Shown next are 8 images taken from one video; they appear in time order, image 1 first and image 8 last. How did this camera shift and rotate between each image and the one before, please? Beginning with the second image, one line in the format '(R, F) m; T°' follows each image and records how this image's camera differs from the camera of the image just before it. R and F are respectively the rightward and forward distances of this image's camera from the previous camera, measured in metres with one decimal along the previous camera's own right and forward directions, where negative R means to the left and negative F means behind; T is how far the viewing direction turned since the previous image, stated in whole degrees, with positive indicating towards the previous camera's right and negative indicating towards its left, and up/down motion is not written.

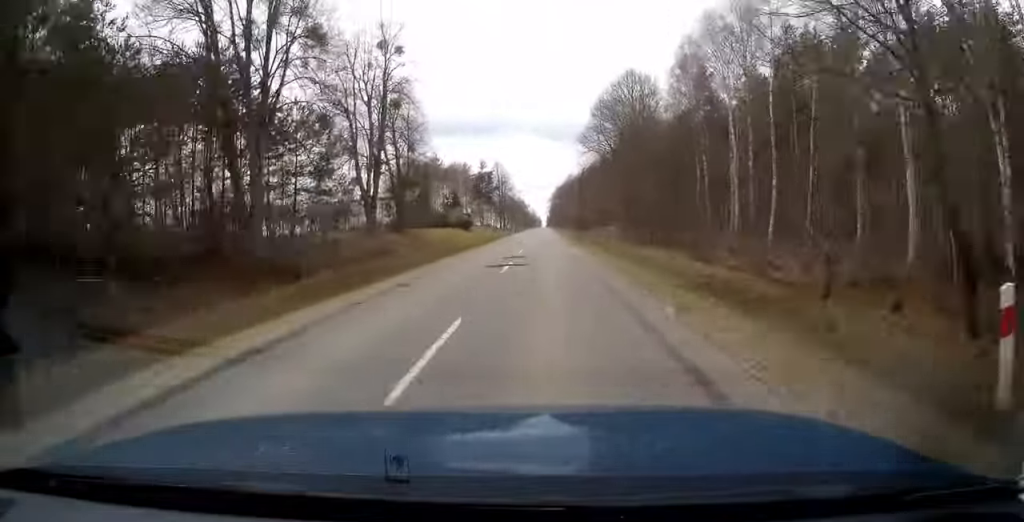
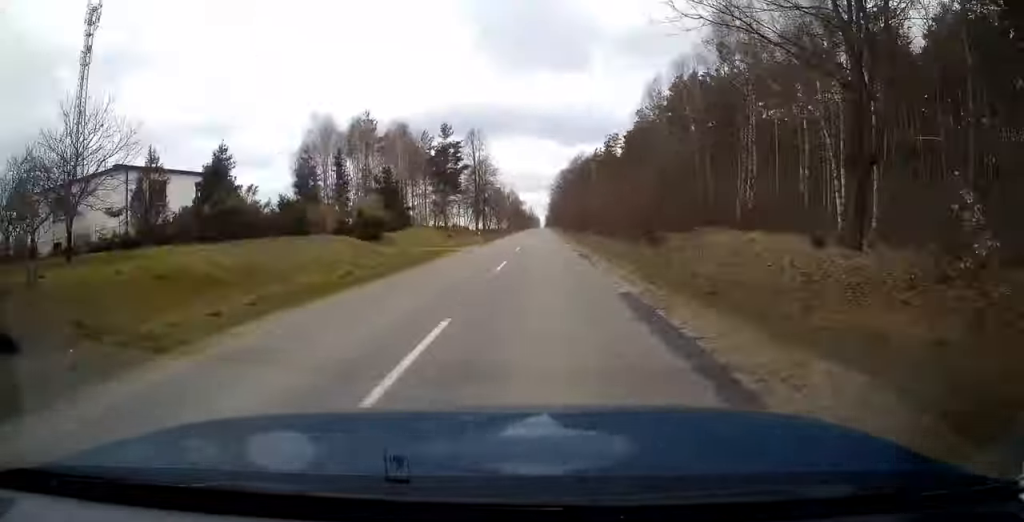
(0.0, +51.5) m; 0°
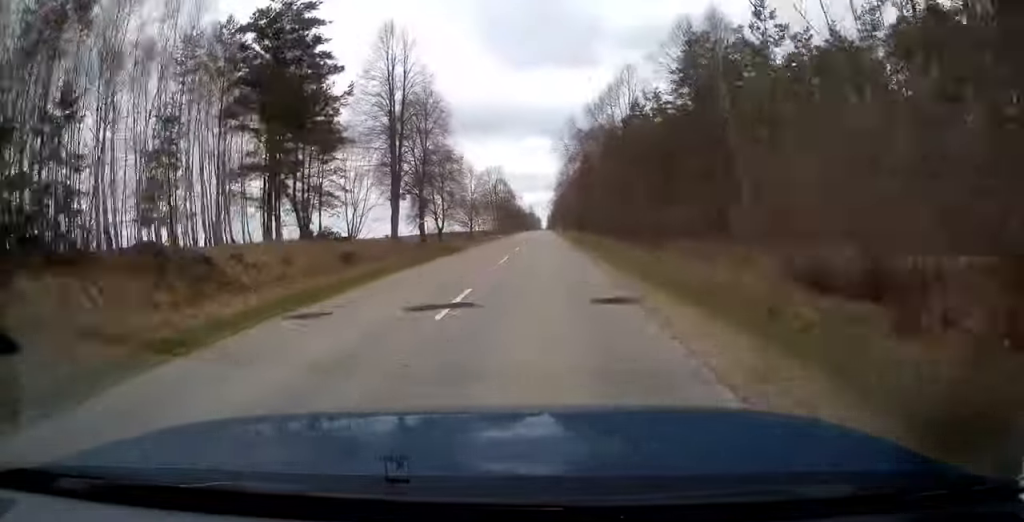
(+0.1, +59.9) m; 0°
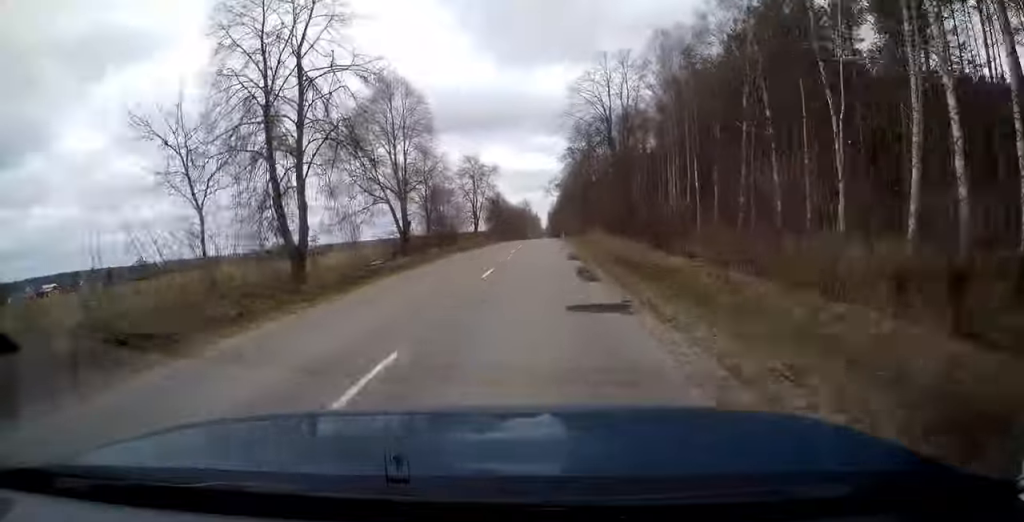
(+0.1, +109.3) m; 0°
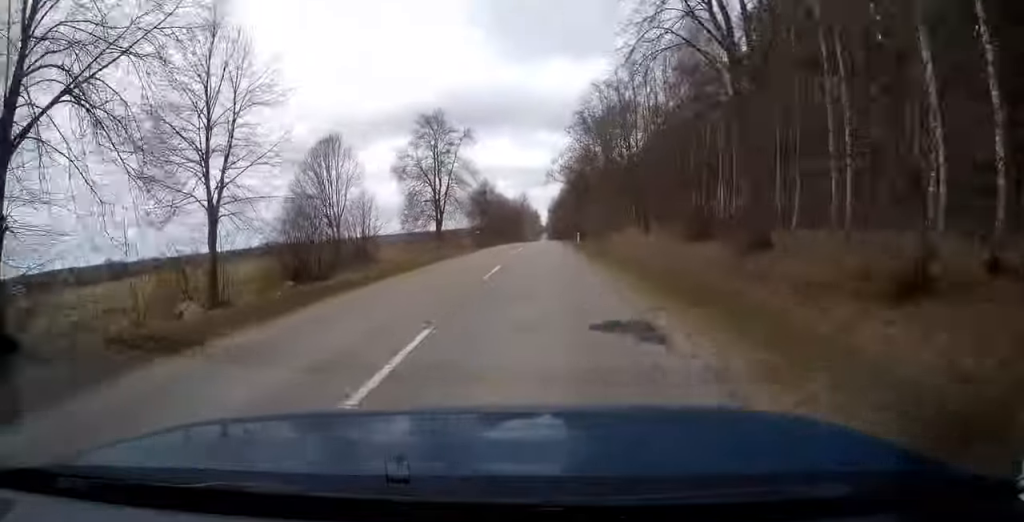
(0.0, +36.9) m; 0°
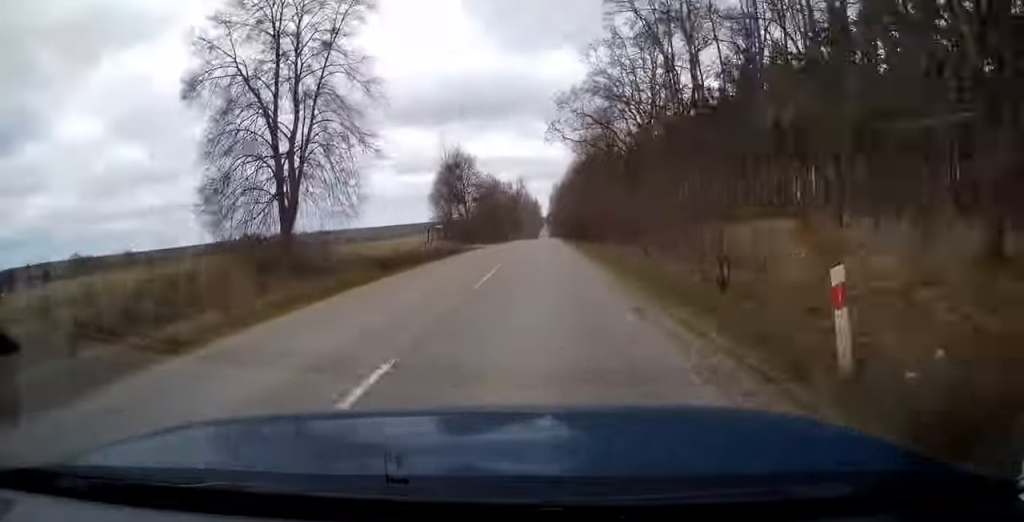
(-0.1, +40.2) m; 0°
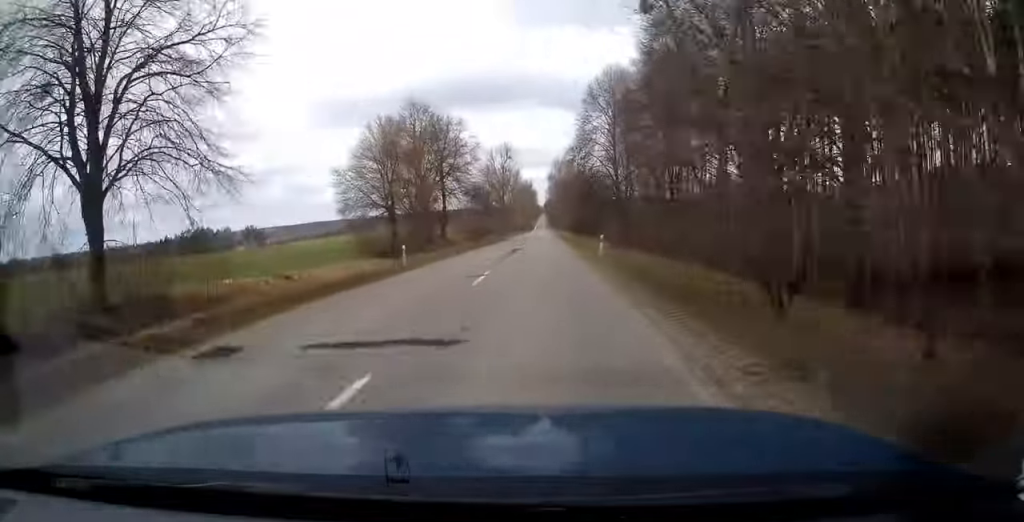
(+0.2, +78.2) m; 0°
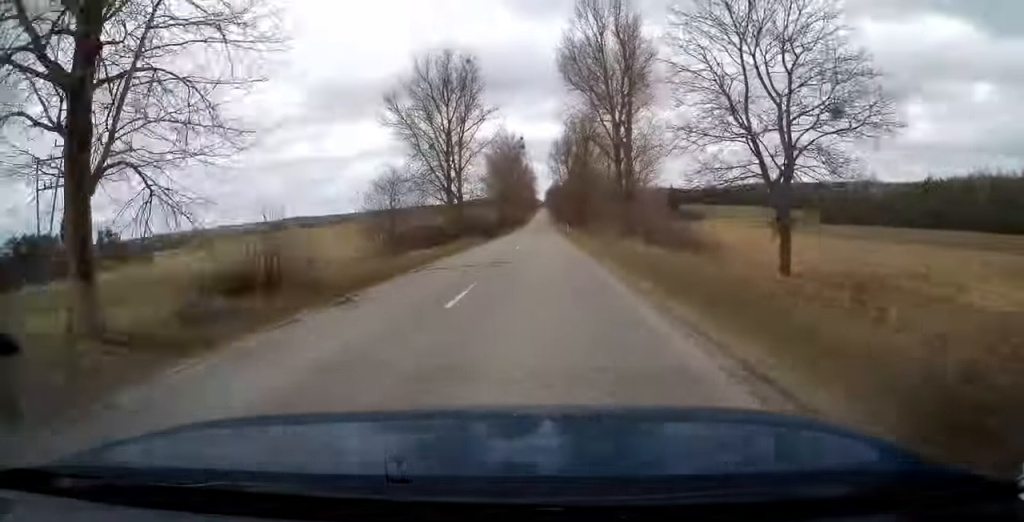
(-0.3, +158.1) m; 0°
